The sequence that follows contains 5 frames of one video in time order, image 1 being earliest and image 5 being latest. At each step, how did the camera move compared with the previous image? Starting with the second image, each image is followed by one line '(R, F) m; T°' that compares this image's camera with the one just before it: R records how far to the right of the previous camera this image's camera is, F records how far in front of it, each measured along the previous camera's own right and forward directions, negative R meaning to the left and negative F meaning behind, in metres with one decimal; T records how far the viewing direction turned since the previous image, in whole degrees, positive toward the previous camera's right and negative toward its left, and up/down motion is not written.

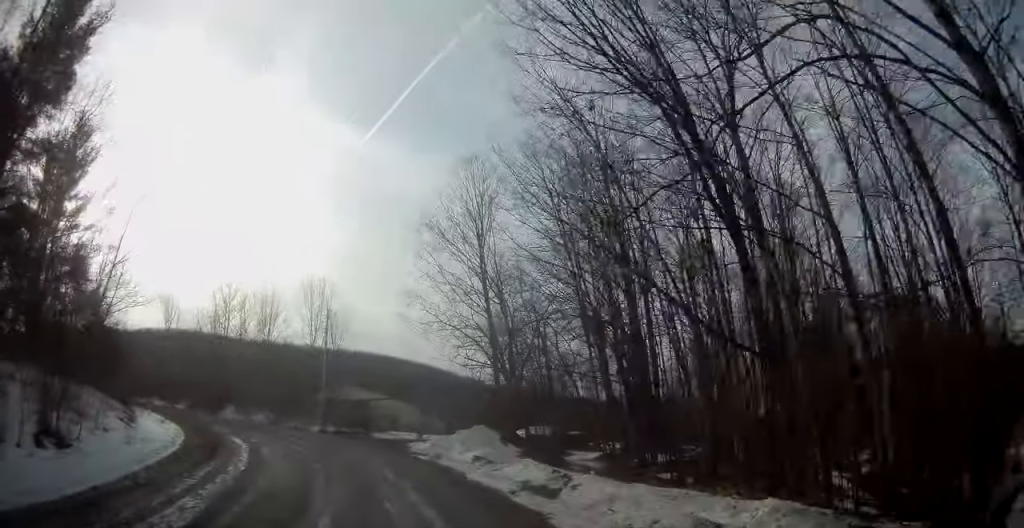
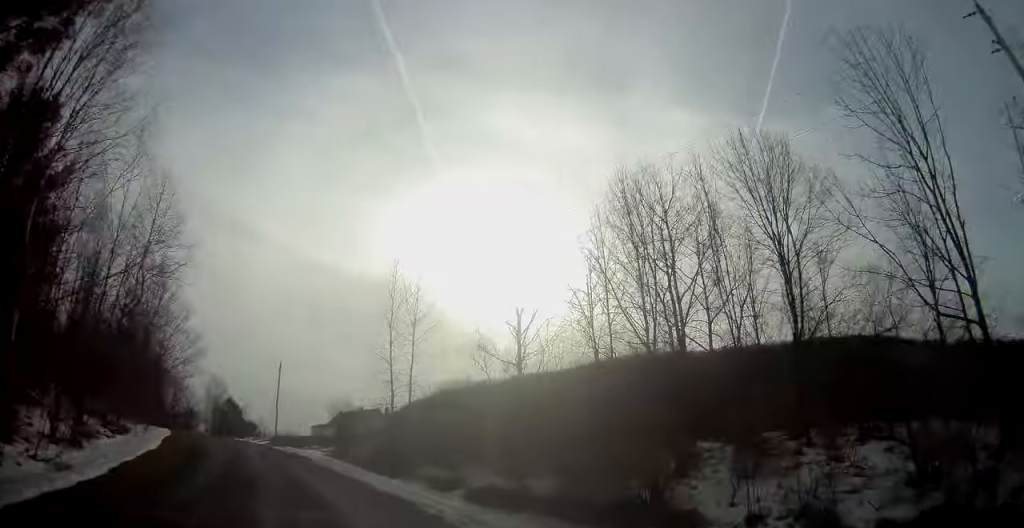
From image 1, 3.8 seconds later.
(-15.1, +35.8) m; -47°
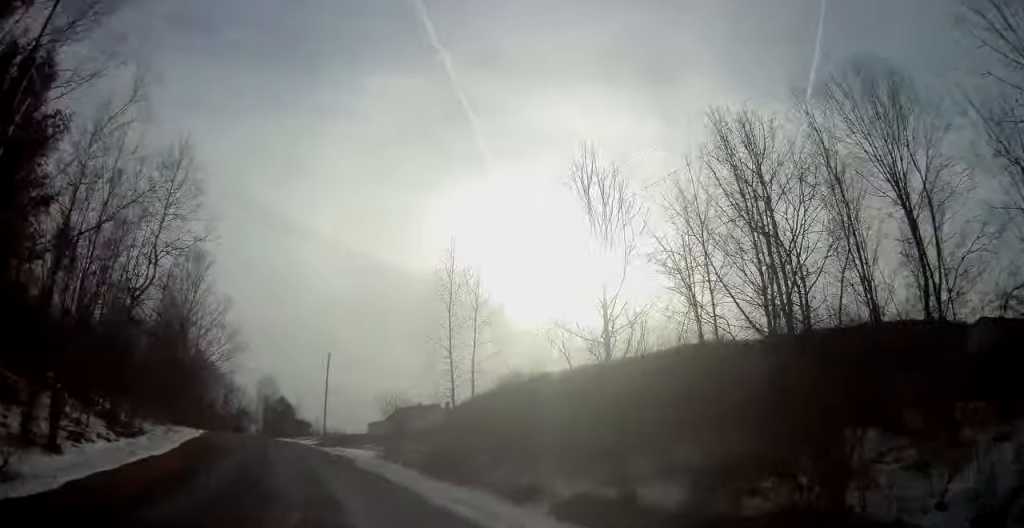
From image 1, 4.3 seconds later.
(+0.1, +4.5) m; -6°
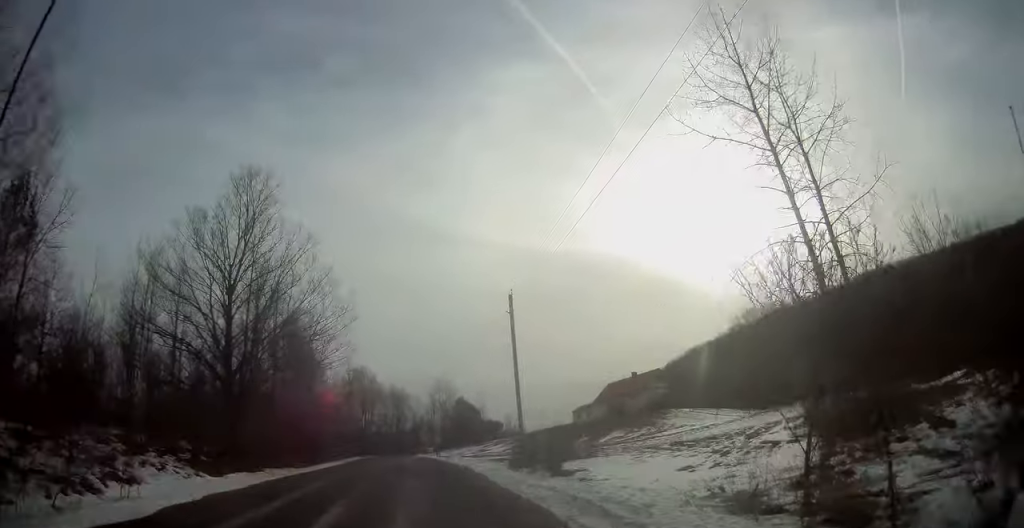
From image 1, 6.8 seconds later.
(-6.5, +25.6) m; -21°
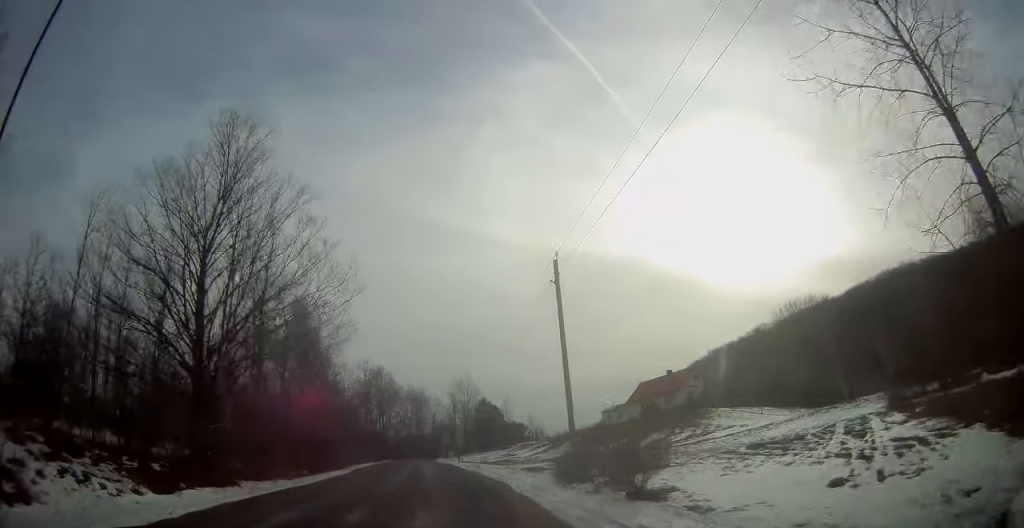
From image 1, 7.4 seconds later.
(0.0, +7.1) m; -2°
